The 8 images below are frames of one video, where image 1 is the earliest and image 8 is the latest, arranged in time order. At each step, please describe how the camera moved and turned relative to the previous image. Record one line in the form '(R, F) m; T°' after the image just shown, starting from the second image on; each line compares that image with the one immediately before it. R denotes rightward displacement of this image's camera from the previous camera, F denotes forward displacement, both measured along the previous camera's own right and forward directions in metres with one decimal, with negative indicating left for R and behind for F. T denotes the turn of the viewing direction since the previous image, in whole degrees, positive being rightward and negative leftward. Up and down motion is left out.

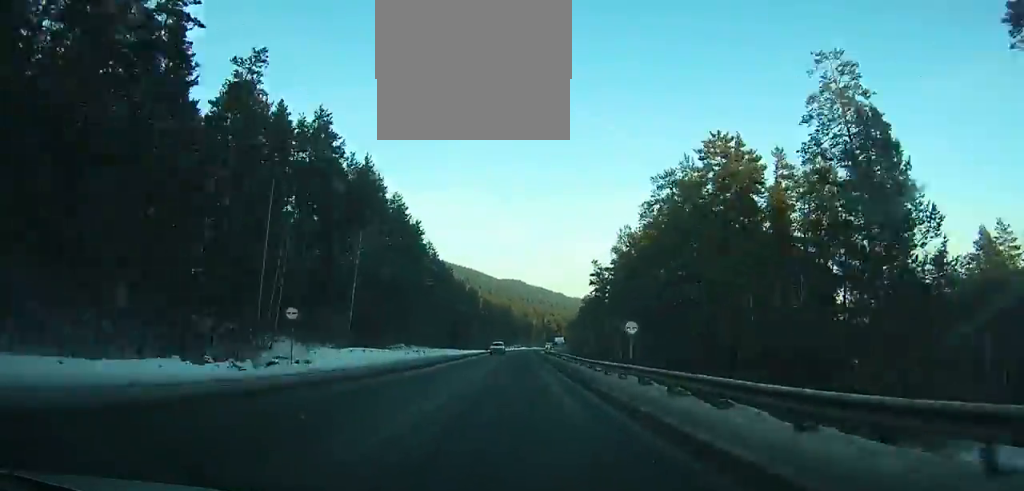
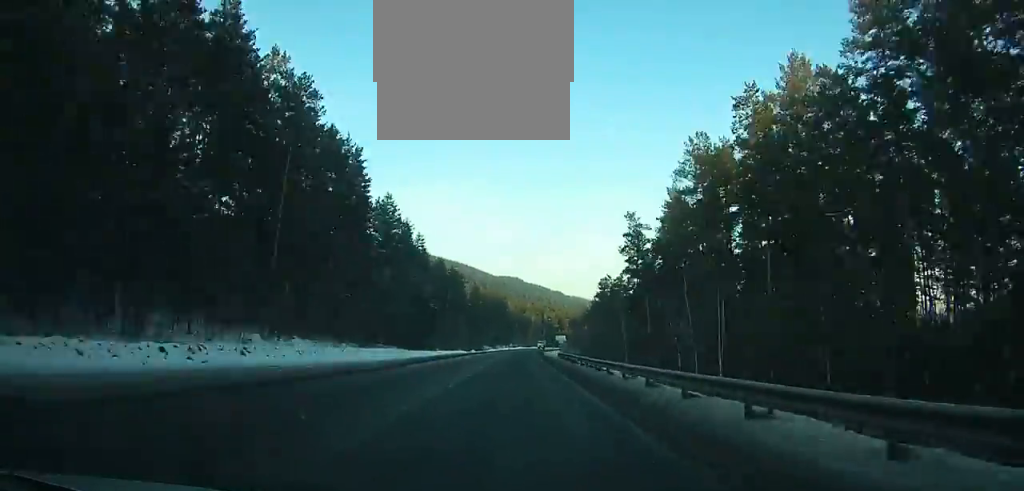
(+0.1, +45.8) m; +1°
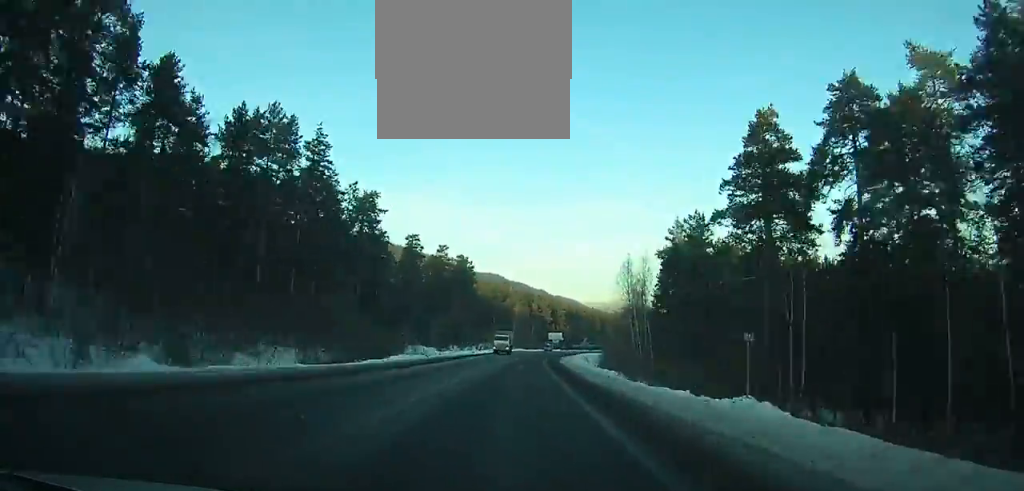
(+2.3, +104.5) m; +4°
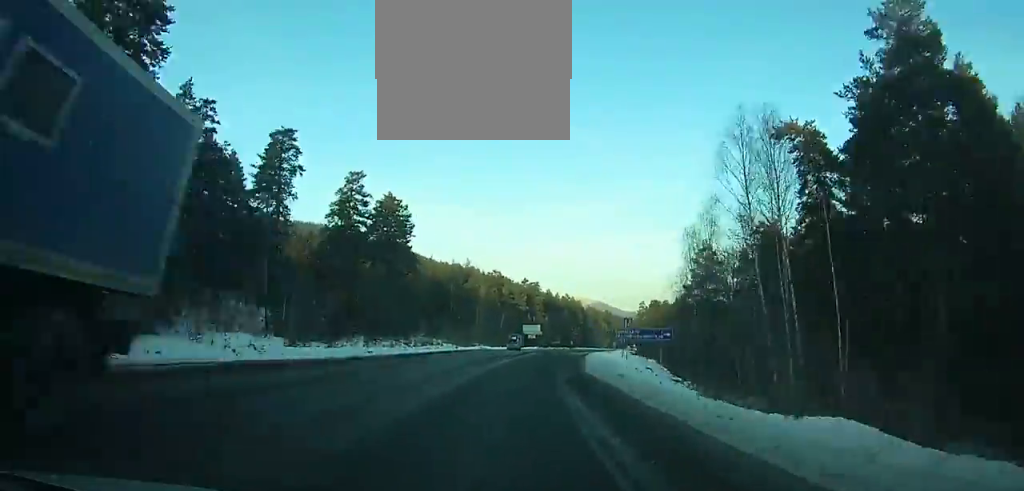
(+1.1, +58.4) m; +3°
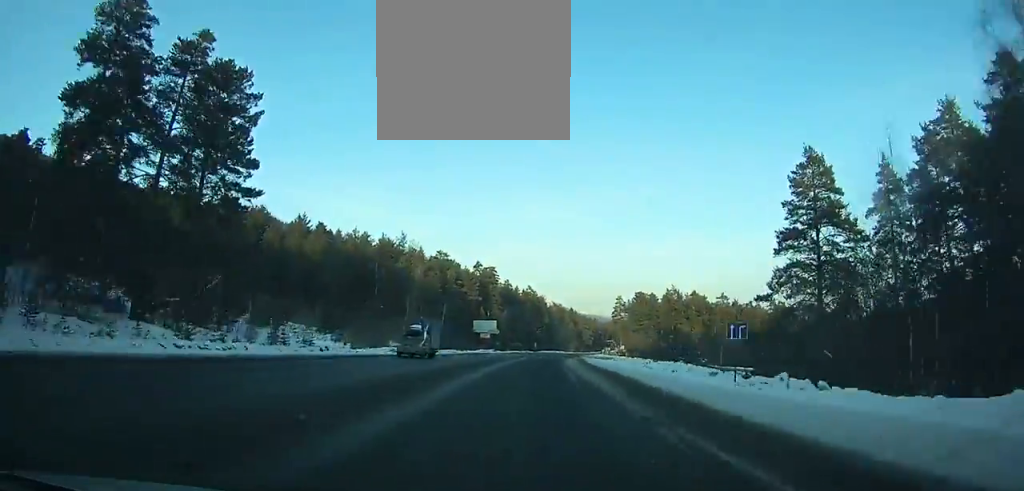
(+1.7, +49.3) m; +3°
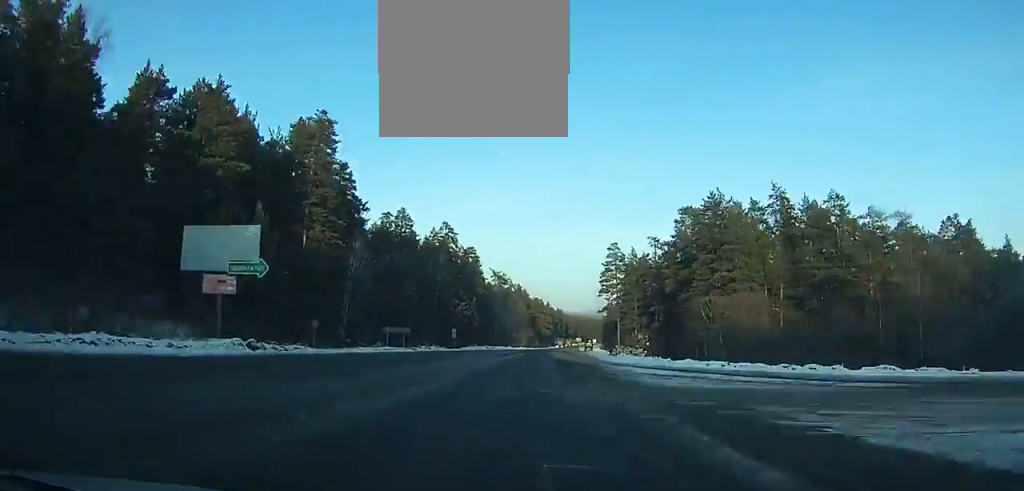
(+5.9, +112.6) m; +6°
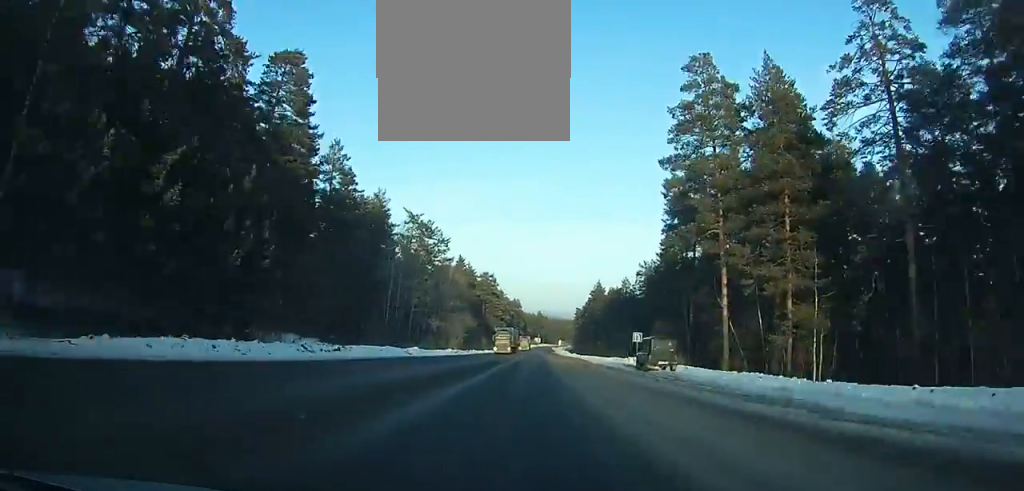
(+3.3, +87.6) m; +3°
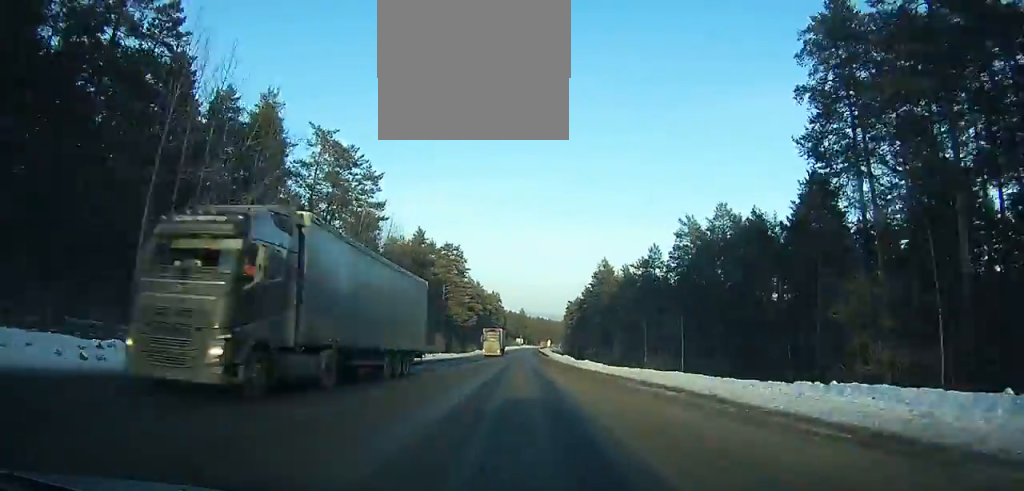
(+0.7, +45.6) m; +1°
